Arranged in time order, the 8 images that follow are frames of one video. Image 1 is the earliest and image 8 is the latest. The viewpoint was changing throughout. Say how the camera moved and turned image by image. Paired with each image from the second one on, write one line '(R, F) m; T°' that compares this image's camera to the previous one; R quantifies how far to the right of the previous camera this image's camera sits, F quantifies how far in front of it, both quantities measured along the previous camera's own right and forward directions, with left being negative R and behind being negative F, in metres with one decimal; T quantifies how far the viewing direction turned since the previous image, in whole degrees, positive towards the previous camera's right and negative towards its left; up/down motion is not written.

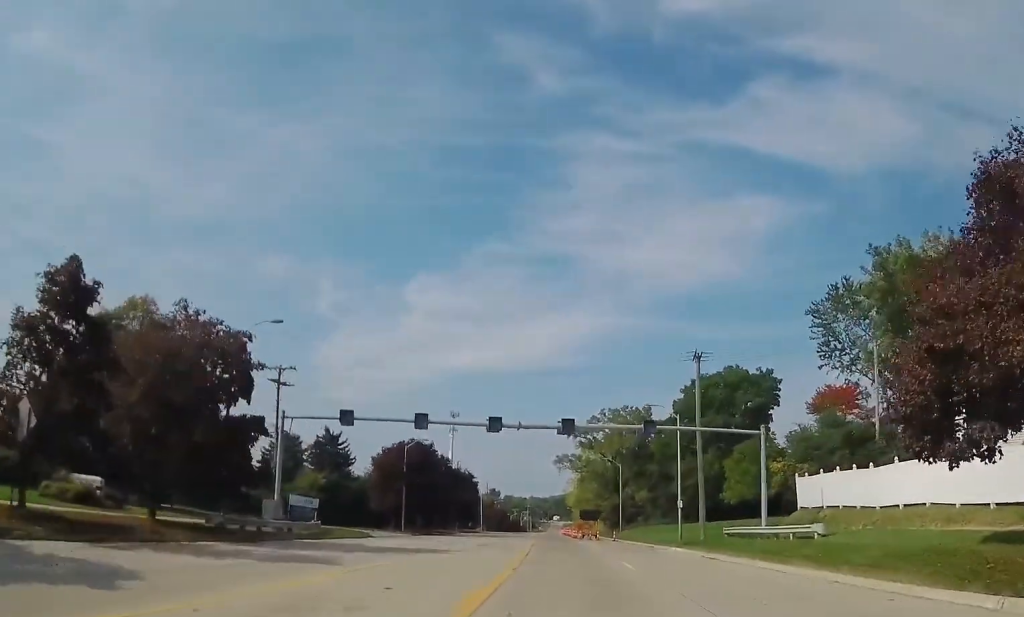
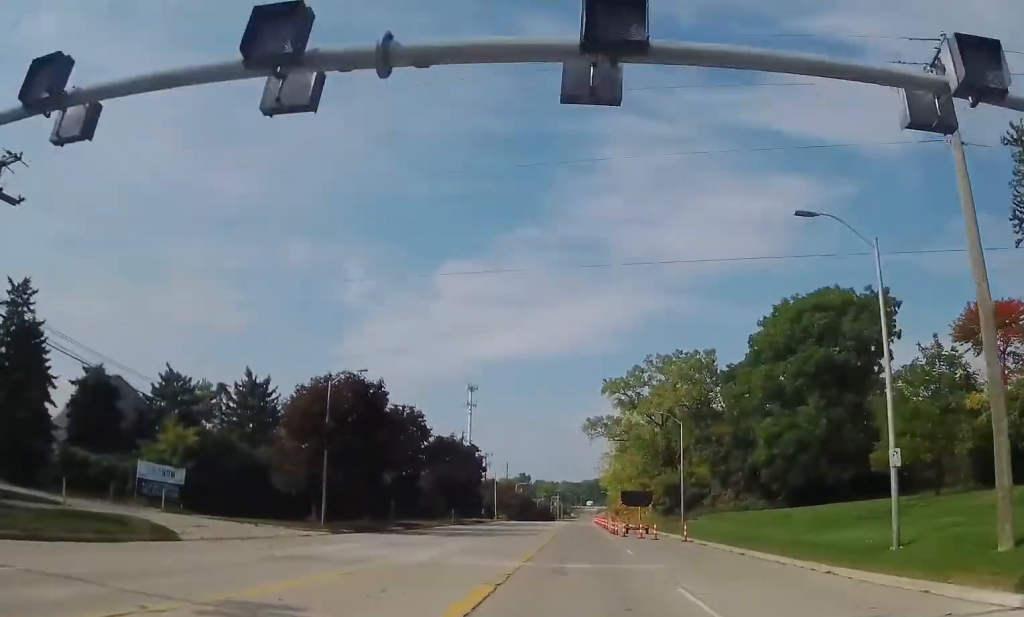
(-1.7, +30.6) m; -3°
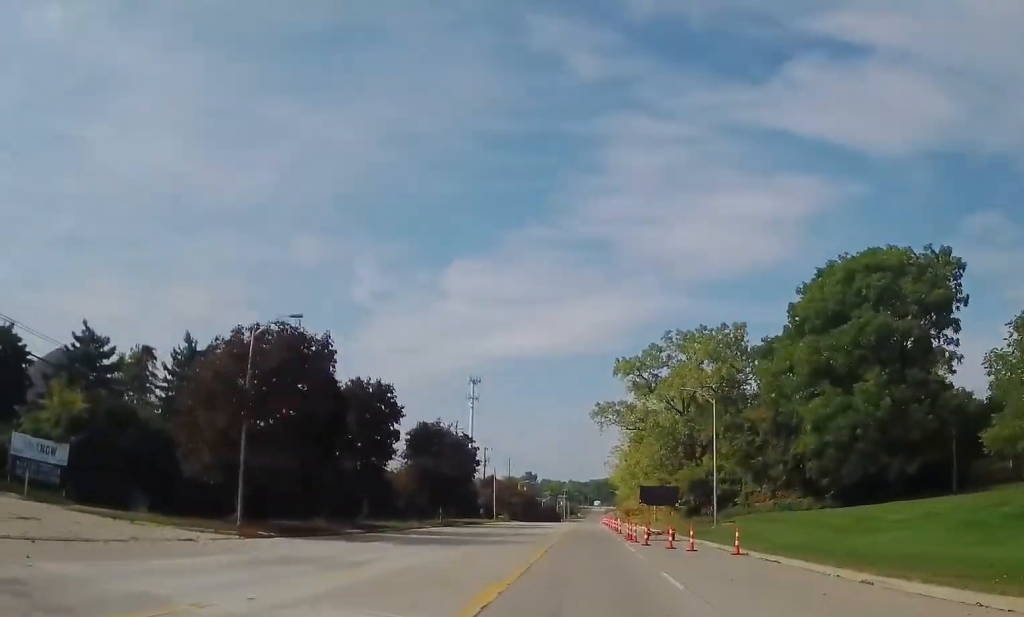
(+0.4, +12.1) m; +1°
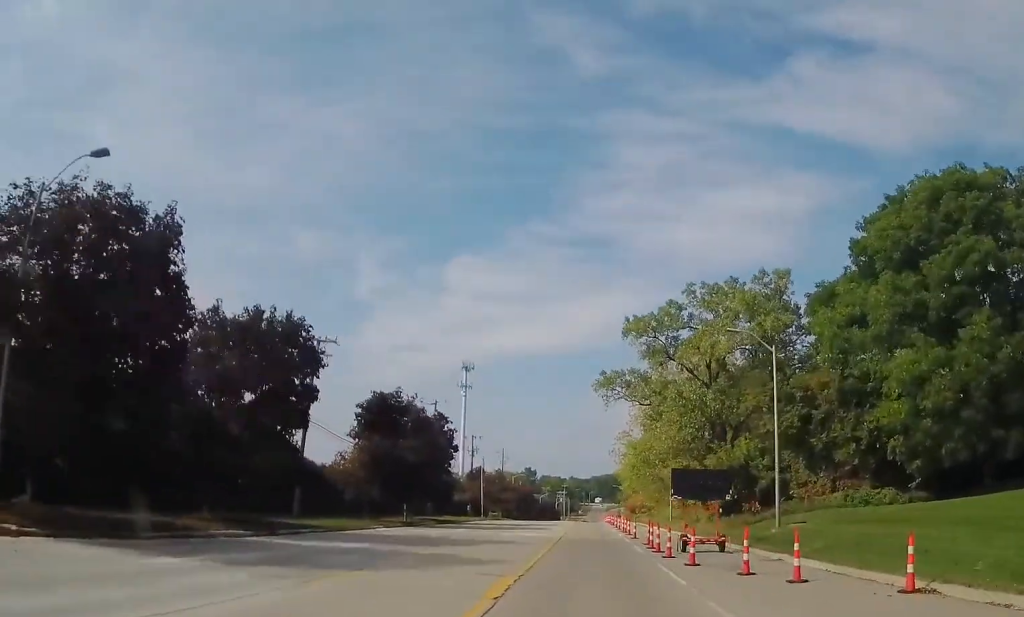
(0.0, +15.6) m; -1°
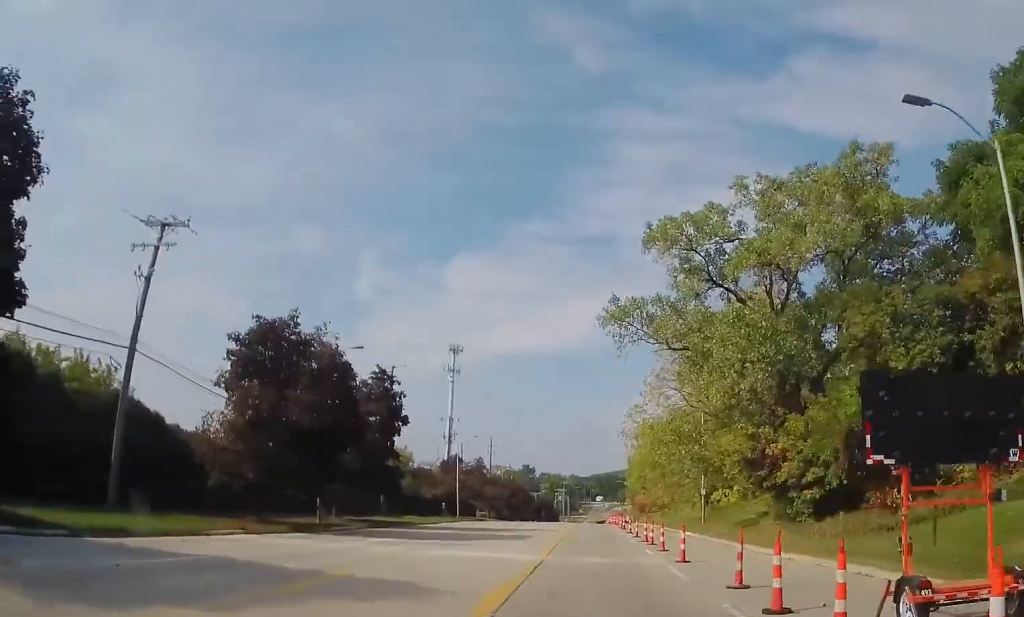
(-0.5, +20.3) m; -1°
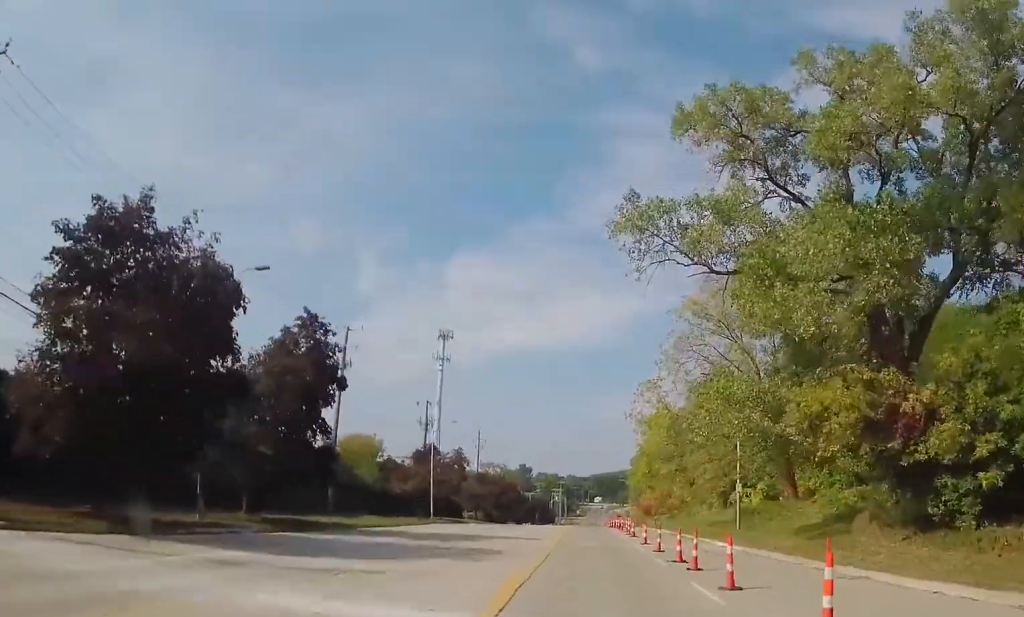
(+0.2, +13.3) m; +1°
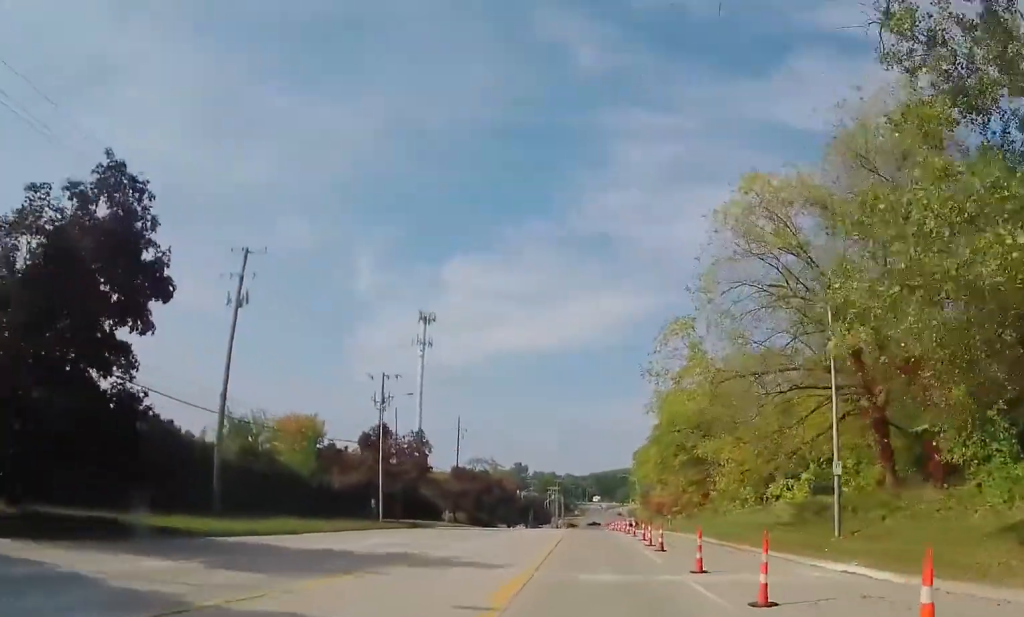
(+0.2, +17.1) m; +1°
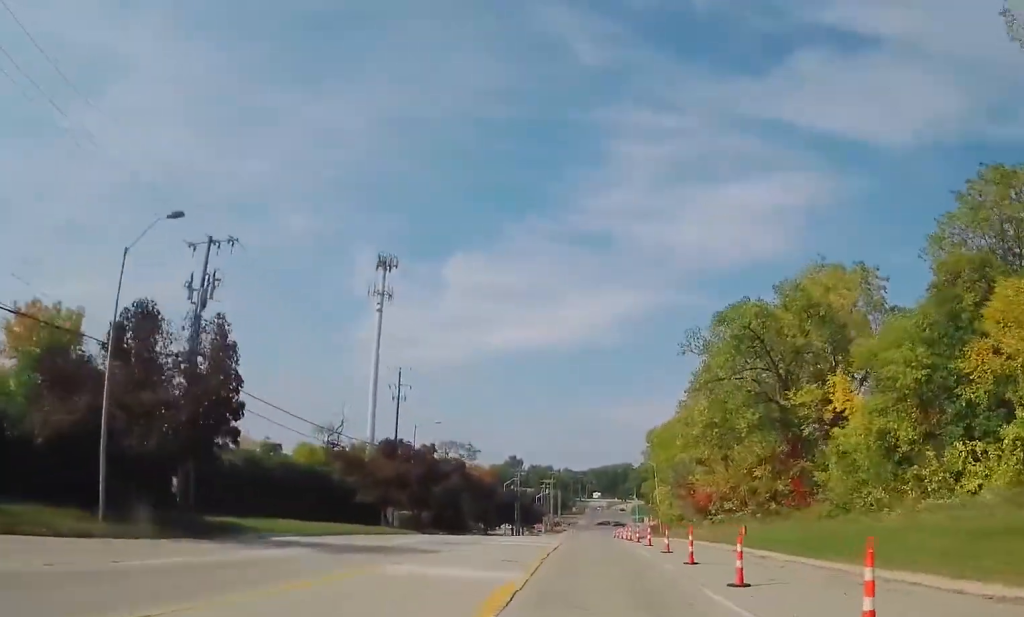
(-0.1, +32.0) m; 0°
